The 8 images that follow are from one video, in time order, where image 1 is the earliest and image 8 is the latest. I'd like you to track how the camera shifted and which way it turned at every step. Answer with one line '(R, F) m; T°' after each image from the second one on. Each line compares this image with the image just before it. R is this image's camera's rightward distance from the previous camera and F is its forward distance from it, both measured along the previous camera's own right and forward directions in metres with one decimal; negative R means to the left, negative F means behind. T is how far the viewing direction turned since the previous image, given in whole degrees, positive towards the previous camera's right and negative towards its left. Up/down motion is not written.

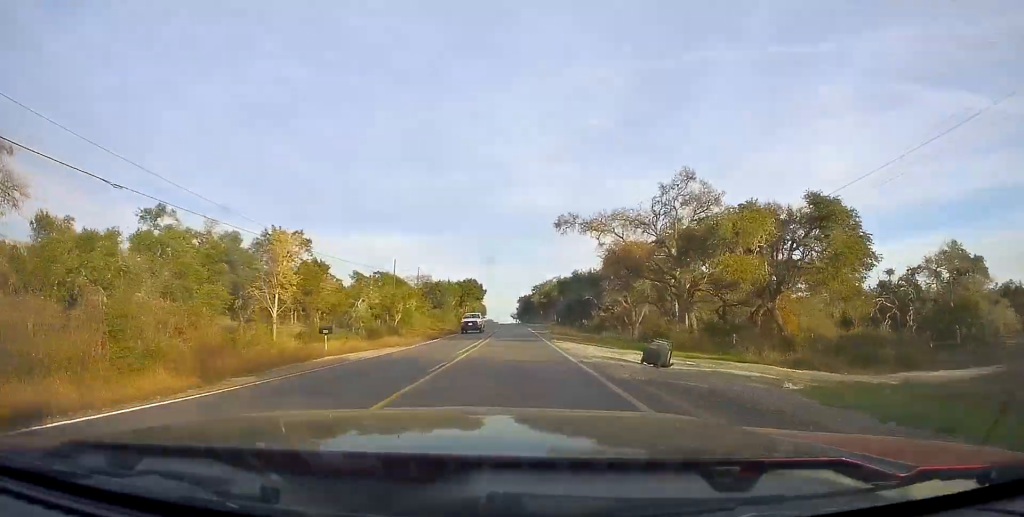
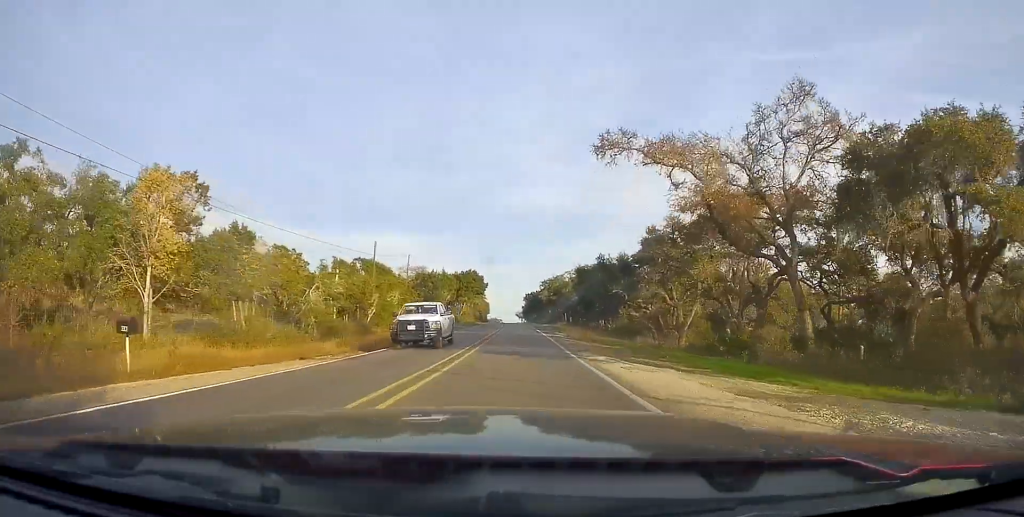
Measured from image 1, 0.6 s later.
(-0.3, +15.3) m; -1°
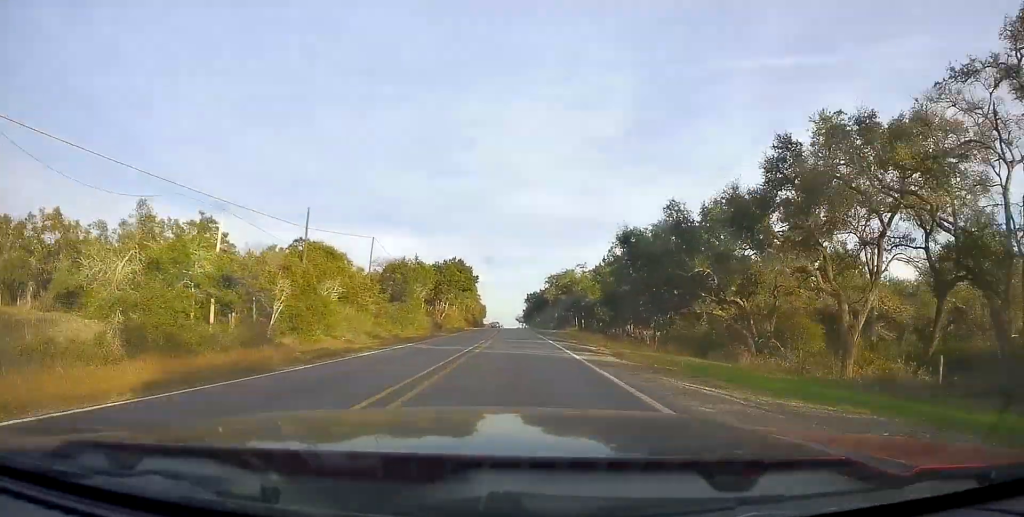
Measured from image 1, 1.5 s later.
(-0.1, +22.8) m; 0°
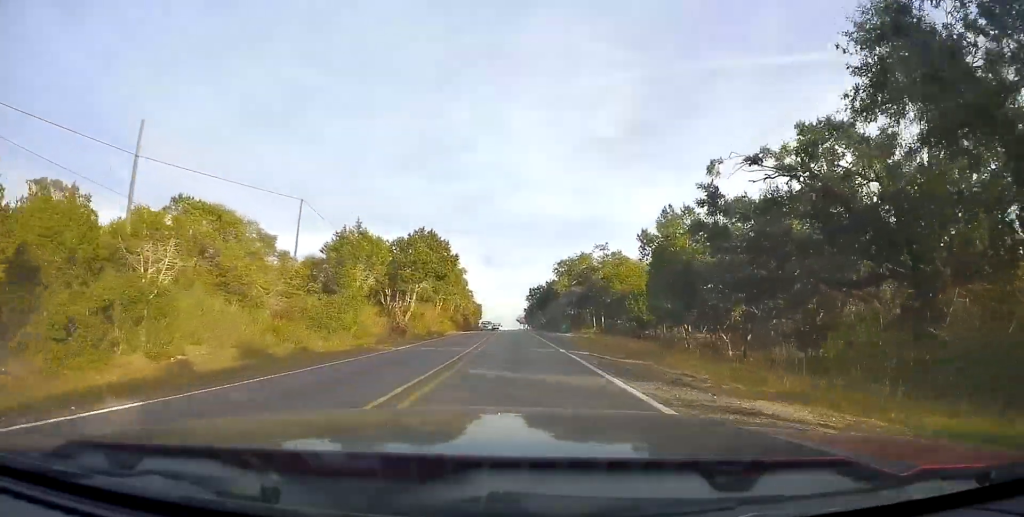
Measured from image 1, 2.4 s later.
(0.0, +23.1) m; 0°
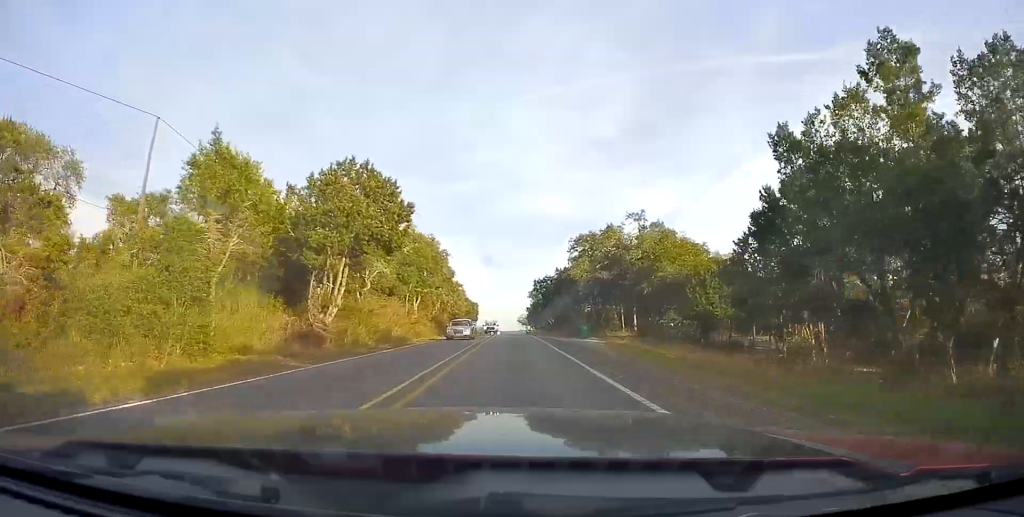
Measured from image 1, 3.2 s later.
(0.0, +20.6) m; 0°
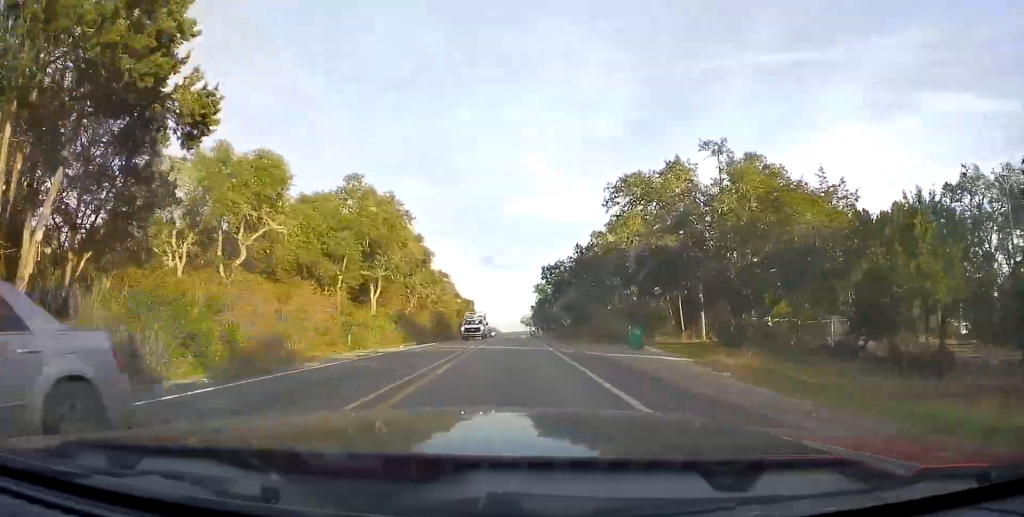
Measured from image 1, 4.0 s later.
(0.0, +20.7) m; 0°
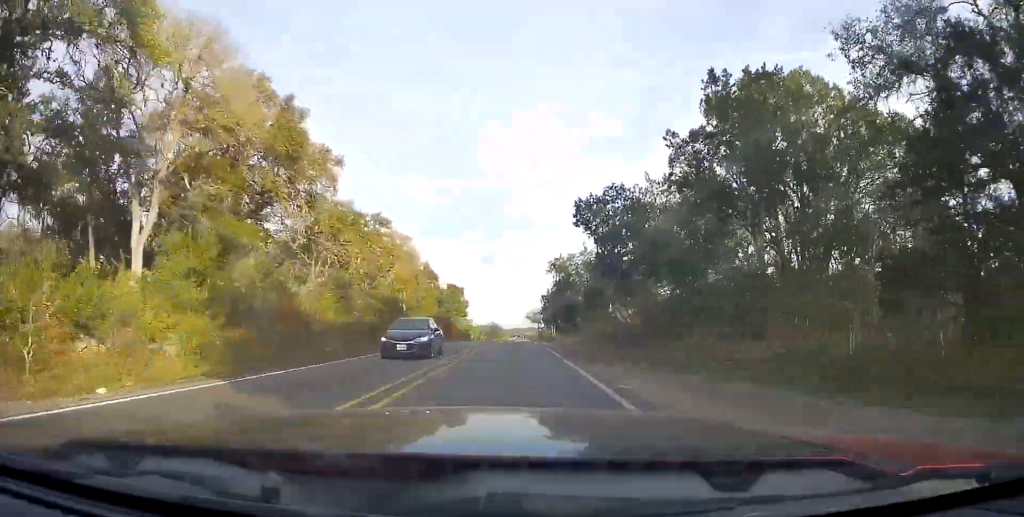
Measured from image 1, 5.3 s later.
(0.0, +31.2) m; 0°
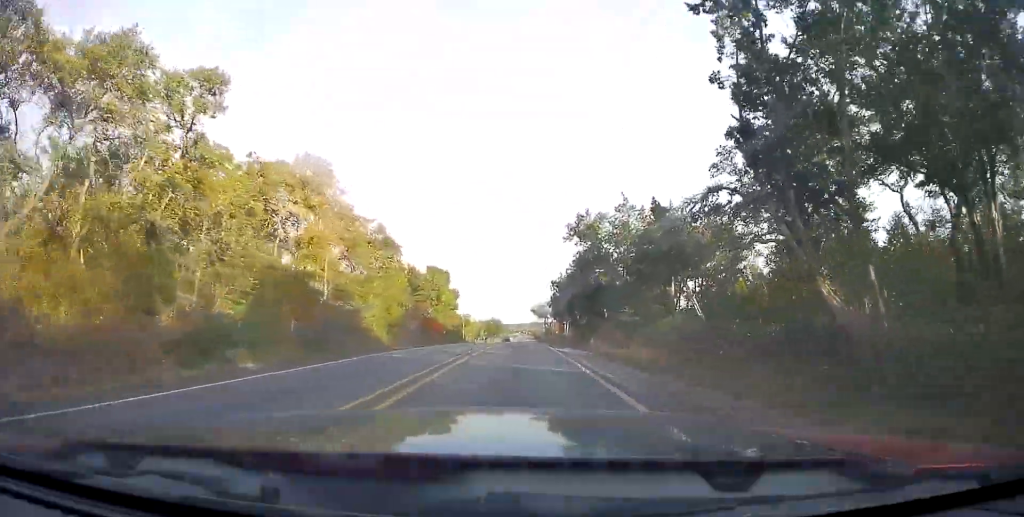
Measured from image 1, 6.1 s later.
(-0.1, +20.2) m; -1°
